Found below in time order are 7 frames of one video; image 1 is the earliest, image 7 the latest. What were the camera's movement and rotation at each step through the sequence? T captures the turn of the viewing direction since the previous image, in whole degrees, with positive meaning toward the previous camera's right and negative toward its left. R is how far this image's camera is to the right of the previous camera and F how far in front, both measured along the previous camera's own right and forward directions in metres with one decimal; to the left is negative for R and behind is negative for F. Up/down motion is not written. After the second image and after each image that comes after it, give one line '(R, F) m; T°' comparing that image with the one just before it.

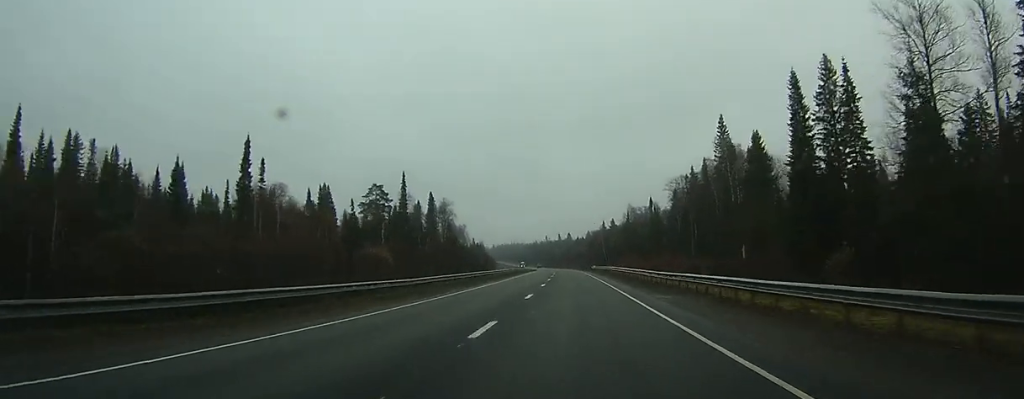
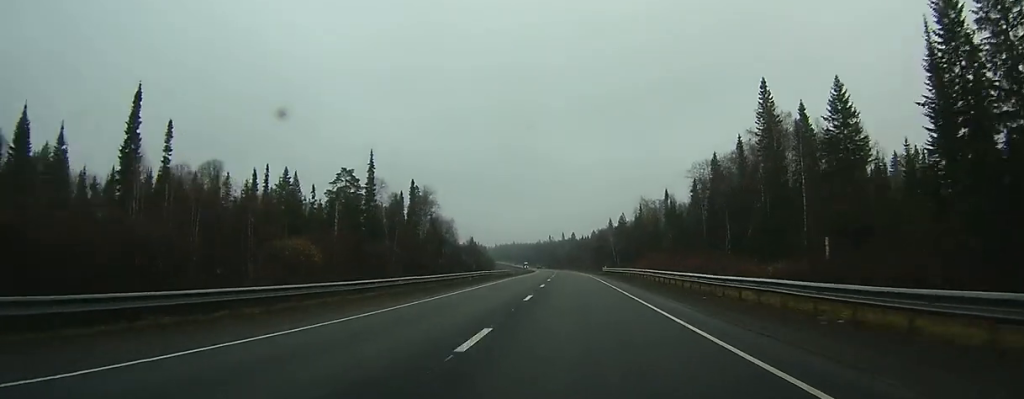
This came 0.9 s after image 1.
(-0.1, +24.6) m; 0°
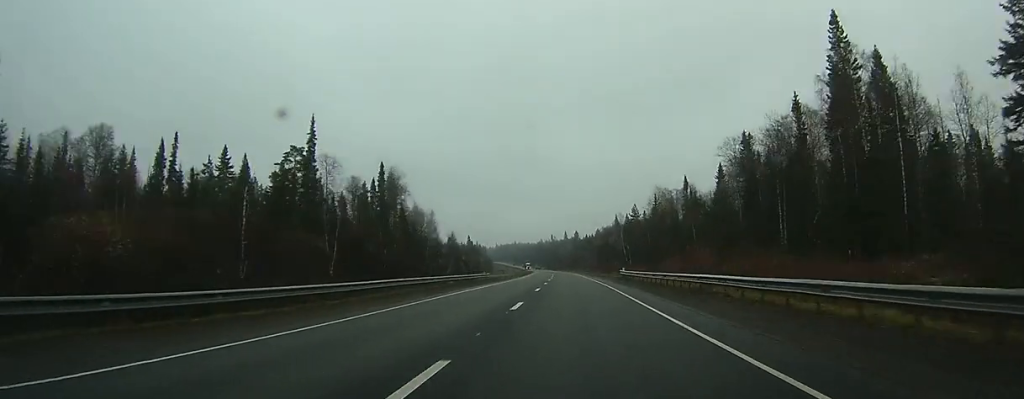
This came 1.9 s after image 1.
(-0.2, +26.6) m; 0°
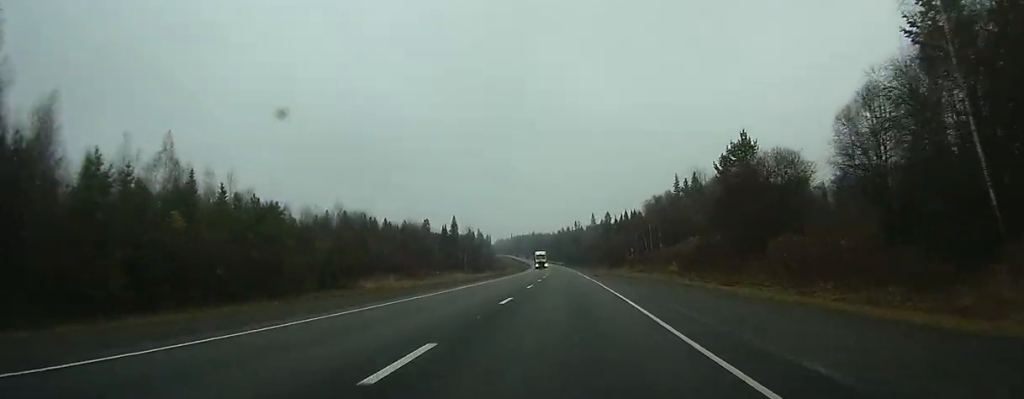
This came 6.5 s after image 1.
(-1.9, +133.3) m; -2°
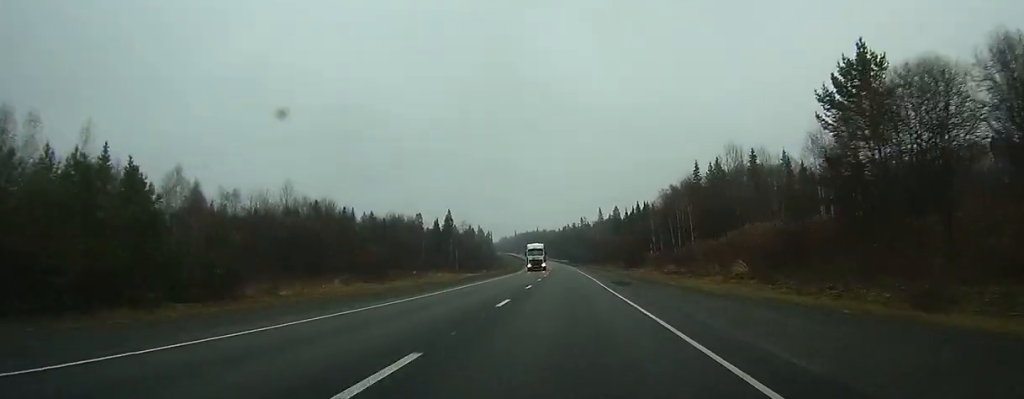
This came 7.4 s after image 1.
(-0.1, +25.9) m; -1°
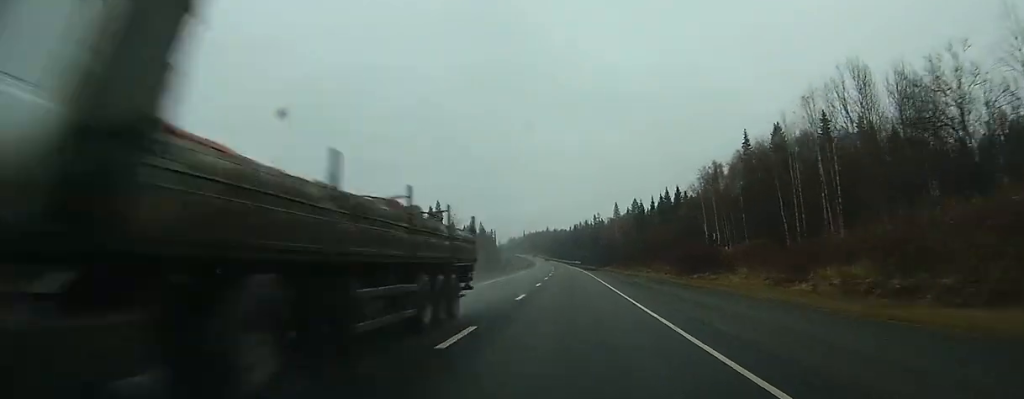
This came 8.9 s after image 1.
(-0.4, +45.5) m; -1°
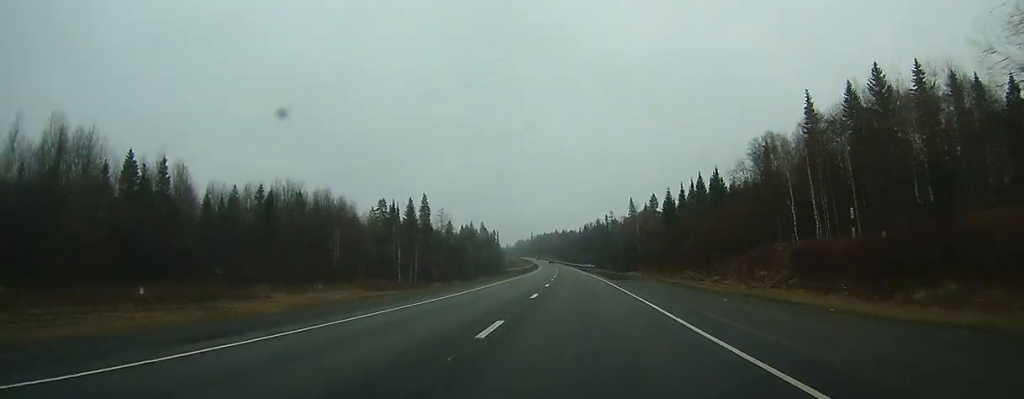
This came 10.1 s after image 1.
(-0.4, +35.1) m; -1°
